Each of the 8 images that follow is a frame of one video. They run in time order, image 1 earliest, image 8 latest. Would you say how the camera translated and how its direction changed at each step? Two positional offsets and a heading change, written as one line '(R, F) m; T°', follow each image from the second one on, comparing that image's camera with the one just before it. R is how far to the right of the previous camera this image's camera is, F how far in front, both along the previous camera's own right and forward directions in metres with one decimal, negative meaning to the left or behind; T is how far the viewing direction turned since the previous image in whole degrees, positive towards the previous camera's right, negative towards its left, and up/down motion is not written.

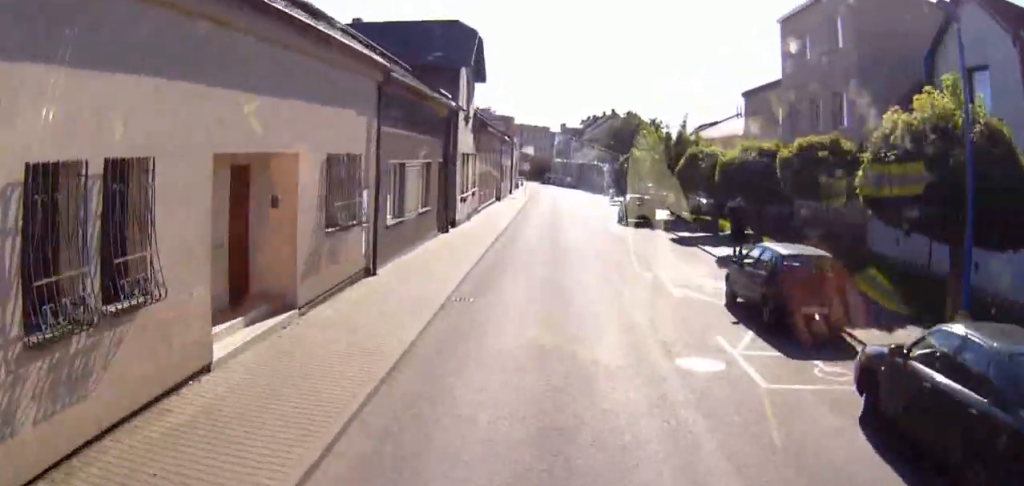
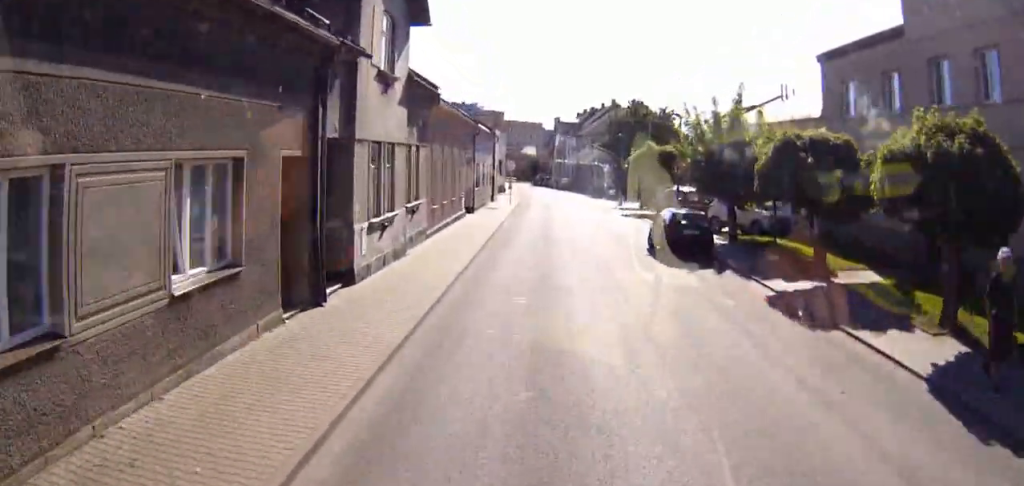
(+0.3, +11.5) m; 0°
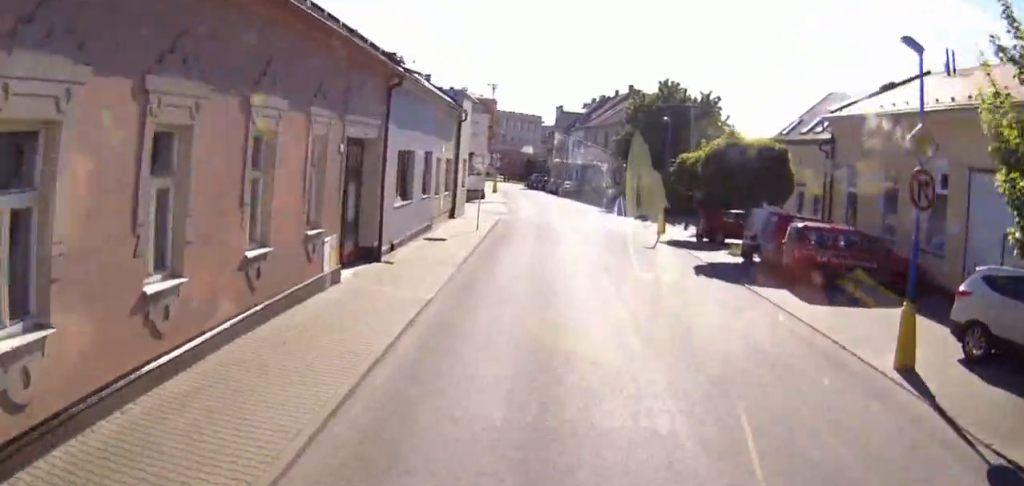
(-1.5, +17.1) m; -12°
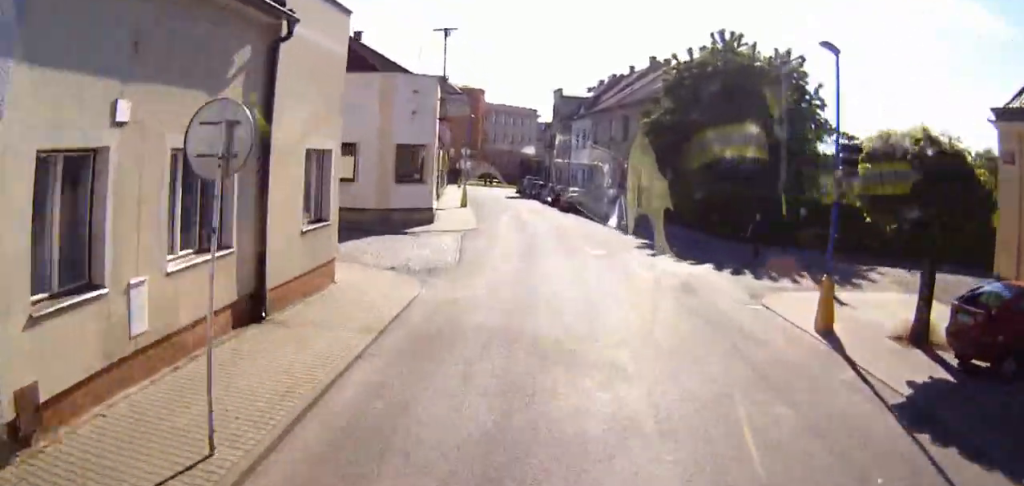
(+0.6, +16.3) m; +14°
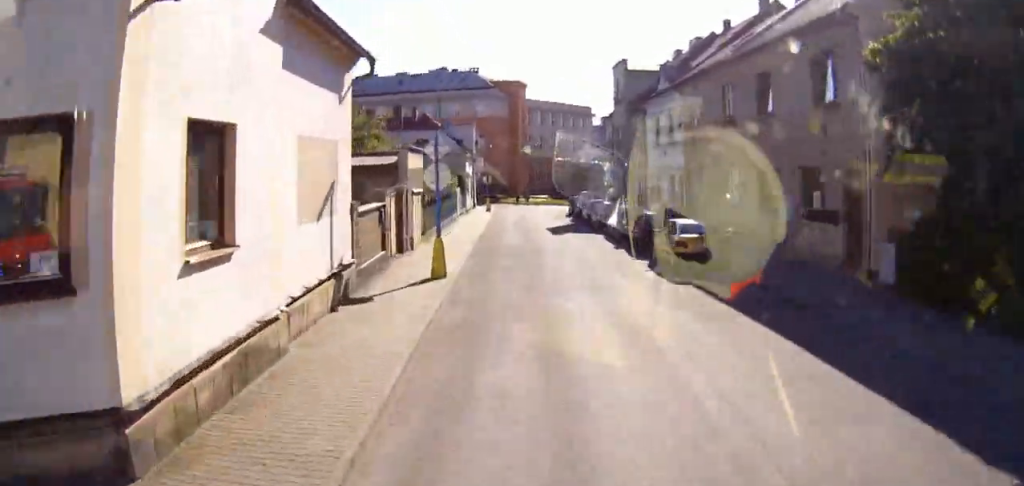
(+2.5, +20.2) m; +7°
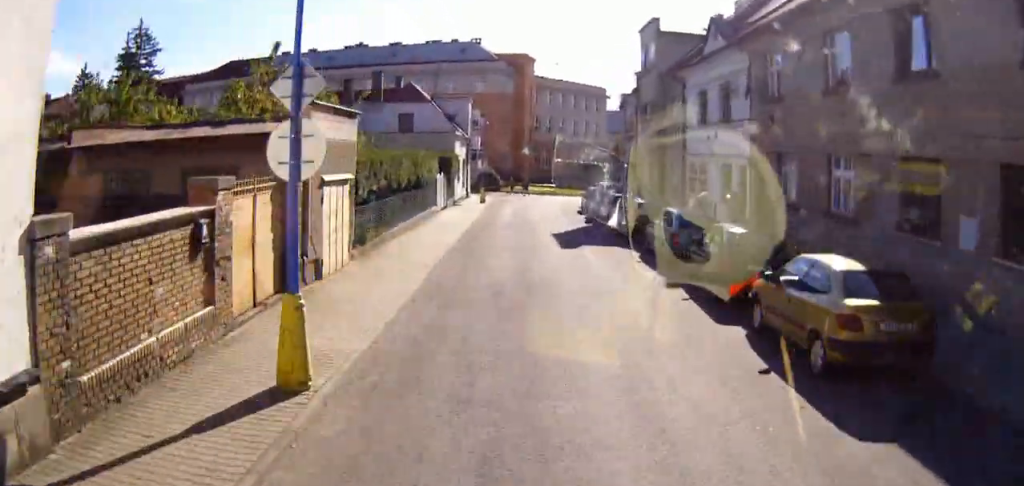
(0.0, +10.0) m; -2°
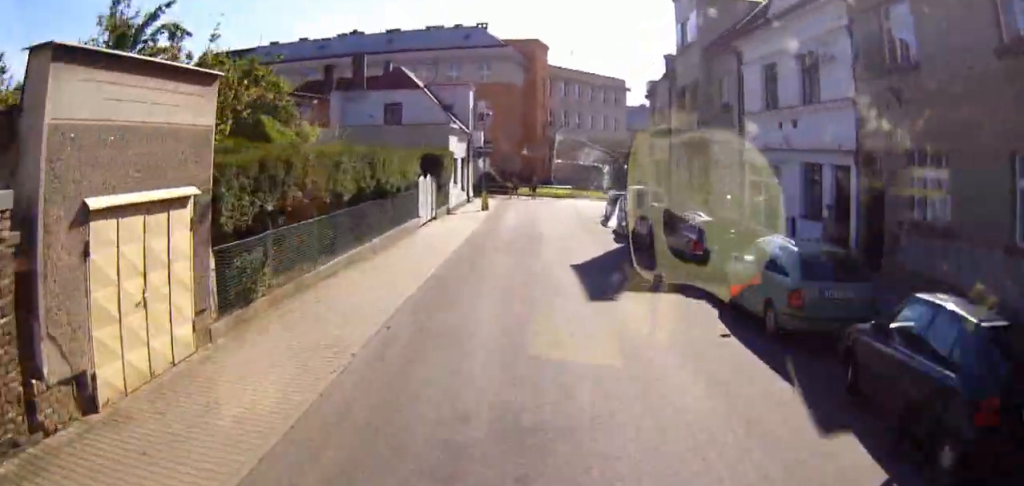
(+0.1, +7.9) m; -2°
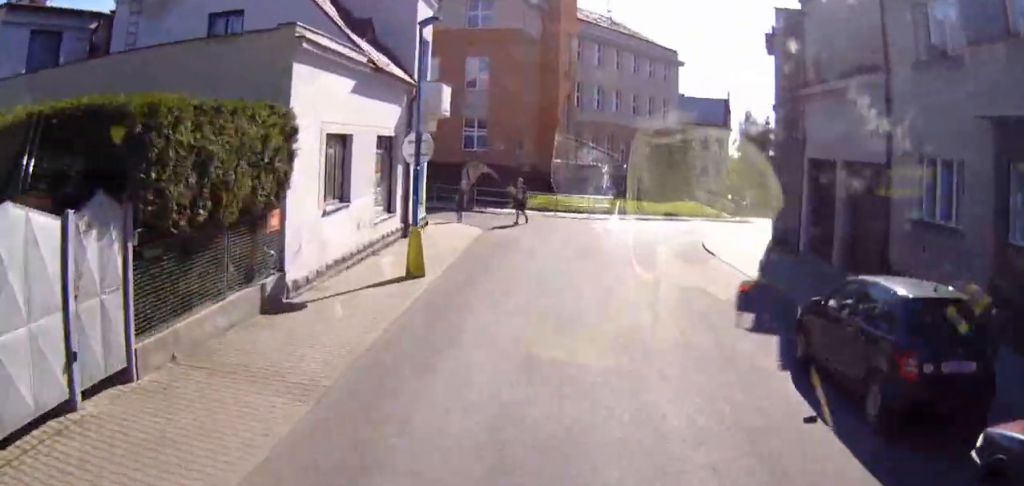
(-1.5, +25.1) m; -5°
